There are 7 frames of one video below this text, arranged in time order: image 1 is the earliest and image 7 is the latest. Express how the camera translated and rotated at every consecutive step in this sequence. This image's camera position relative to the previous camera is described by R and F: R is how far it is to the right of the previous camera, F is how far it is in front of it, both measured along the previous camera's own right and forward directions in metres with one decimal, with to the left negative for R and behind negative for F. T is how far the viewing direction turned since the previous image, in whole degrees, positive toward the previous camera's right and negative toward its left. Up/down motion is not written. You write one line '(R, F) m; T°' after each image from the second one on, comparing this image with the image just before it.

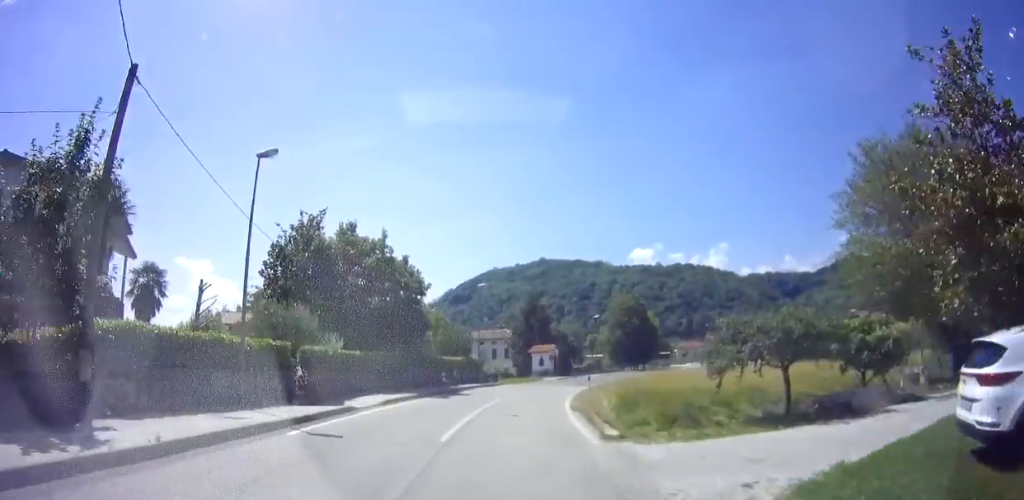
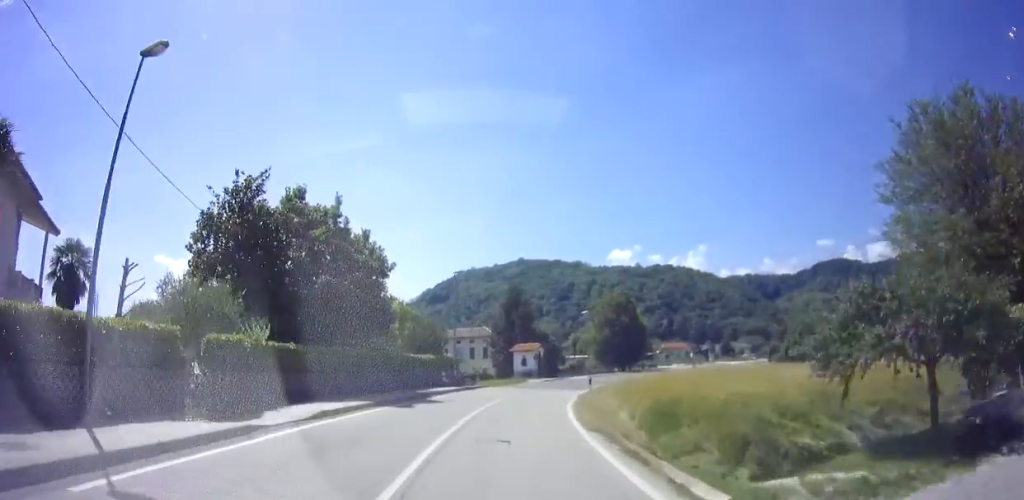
(+0.2, +6.2) m; +3°
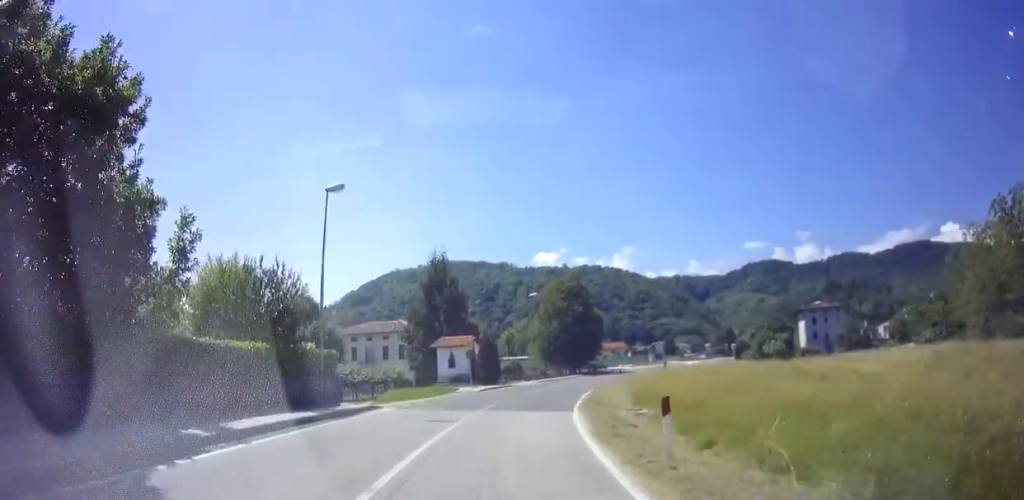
(+1.2, +16.2) m; +9°
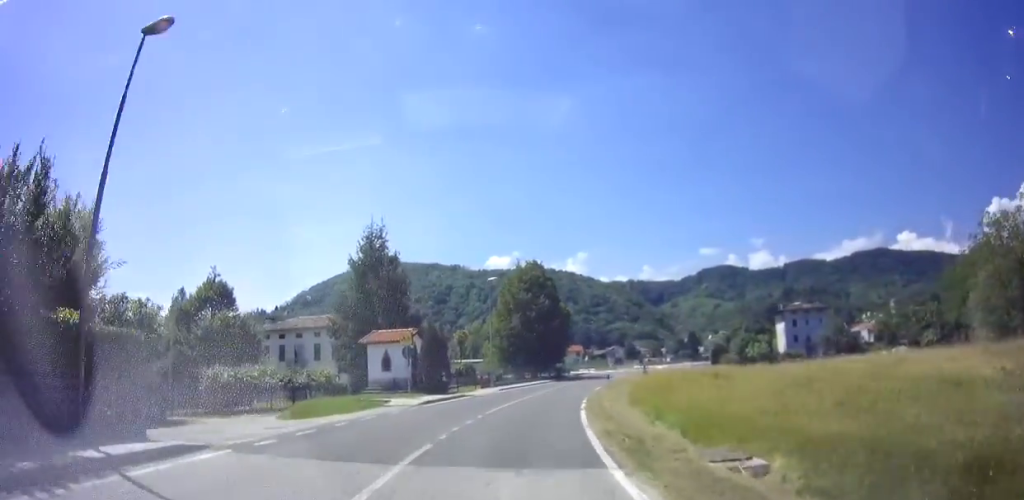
(+0.4, +9.6) m; +4°
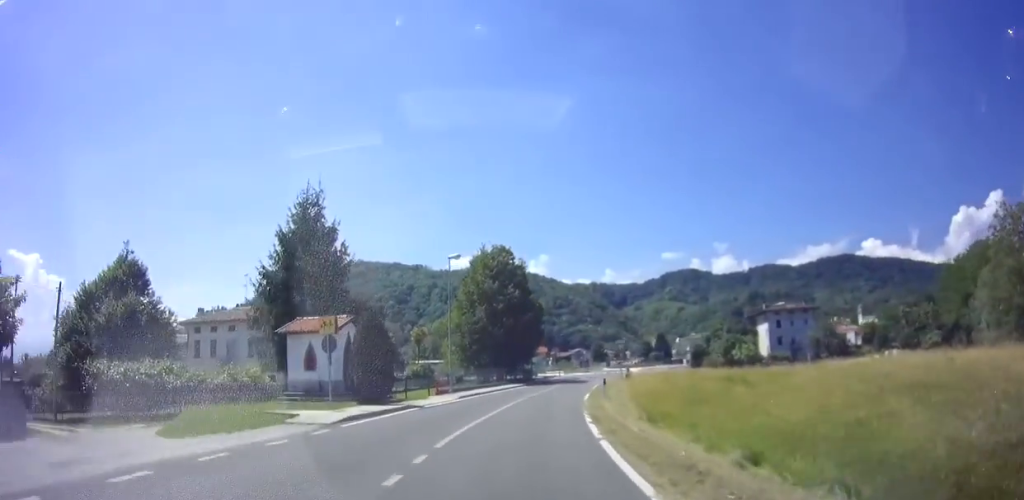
(+0.2, +7.6) m; +3°
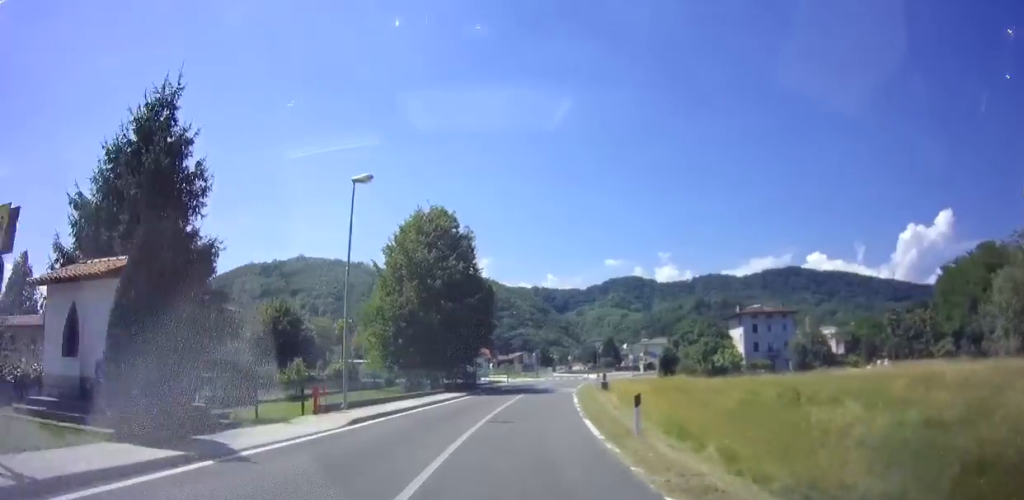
(+0.6, +12.1) m; +6°
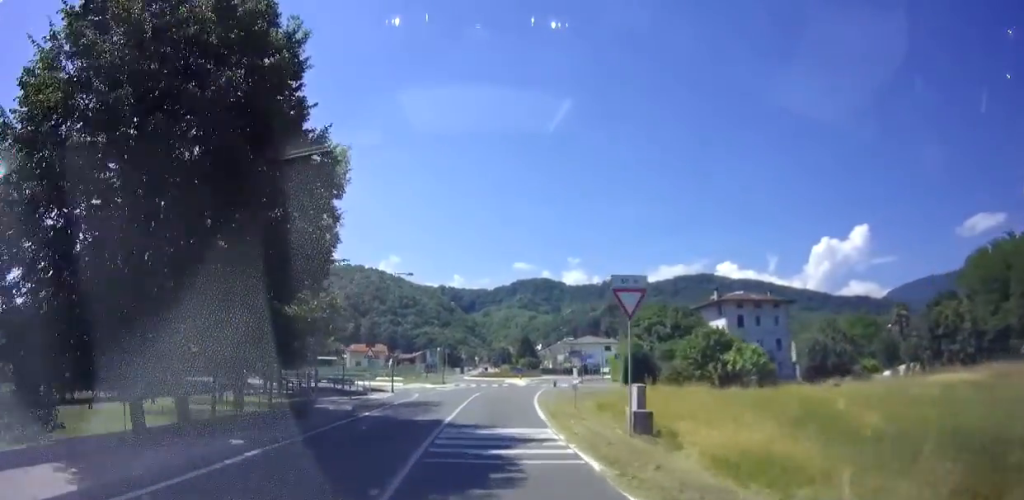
(+3.0, +23.1) m; +12°
